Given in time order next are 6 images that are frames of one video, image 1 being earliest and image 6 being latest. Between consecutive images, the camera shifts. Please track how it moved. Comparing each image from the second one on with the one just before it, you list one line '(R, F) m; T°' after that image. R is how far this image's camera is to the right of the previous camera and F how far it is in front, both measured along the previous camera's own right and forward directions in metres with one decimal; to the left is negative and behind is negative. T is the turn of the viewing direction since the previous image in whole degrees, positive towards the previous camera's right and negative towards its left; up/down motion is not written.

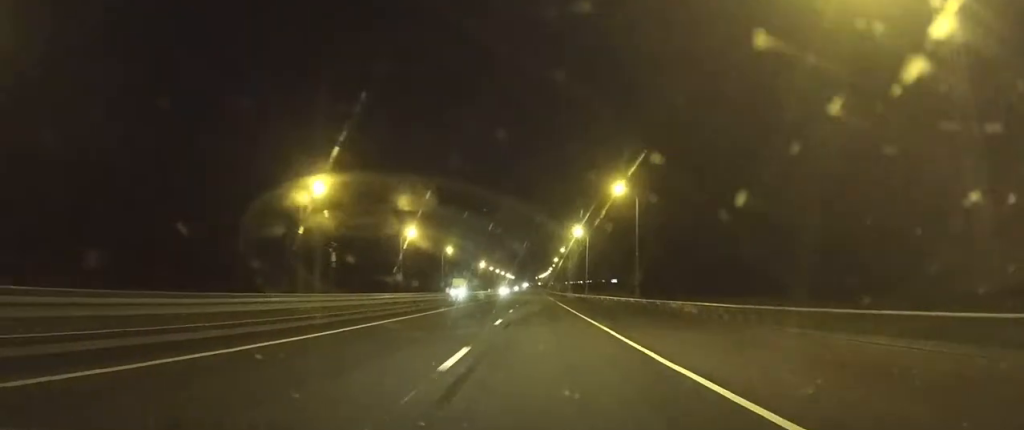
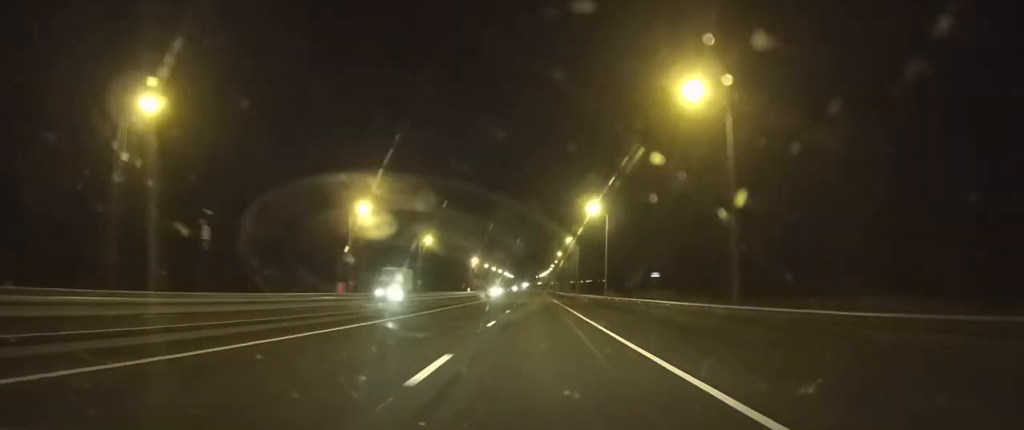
(0.0, +21.7) m; 0°
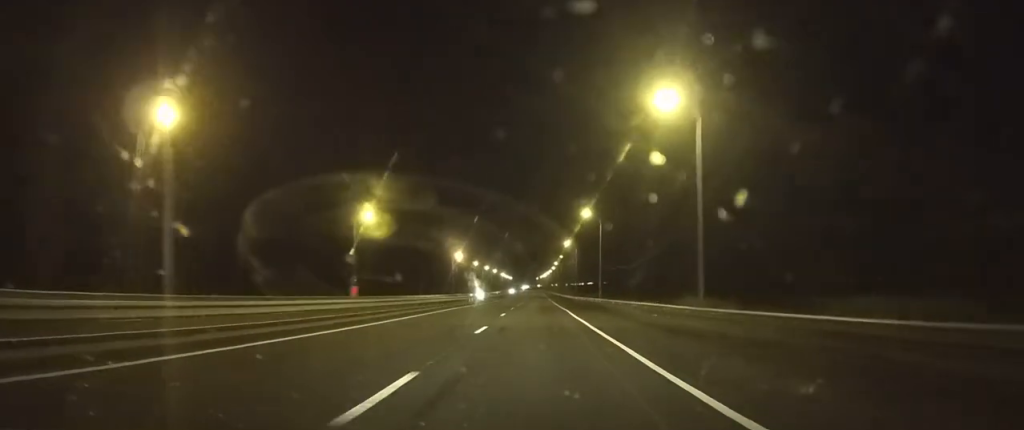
(0.0, +34.7) m; 0°
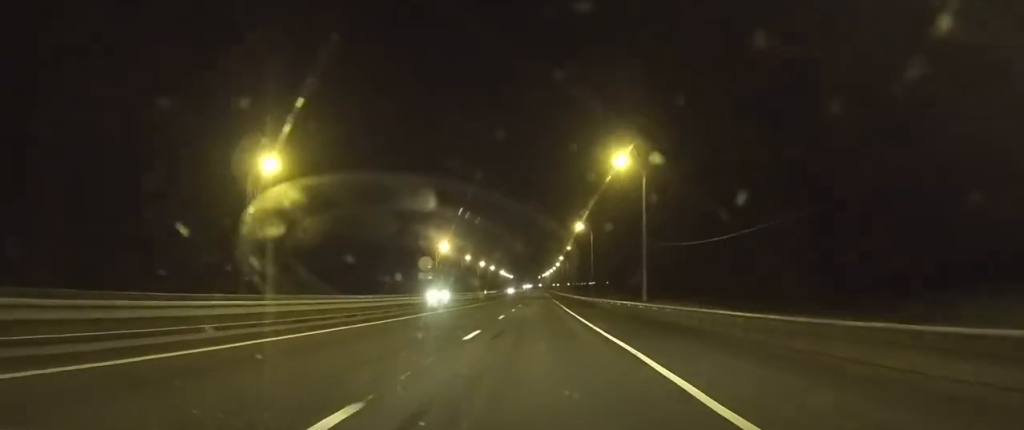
(0.0, +28.6) m; 0°
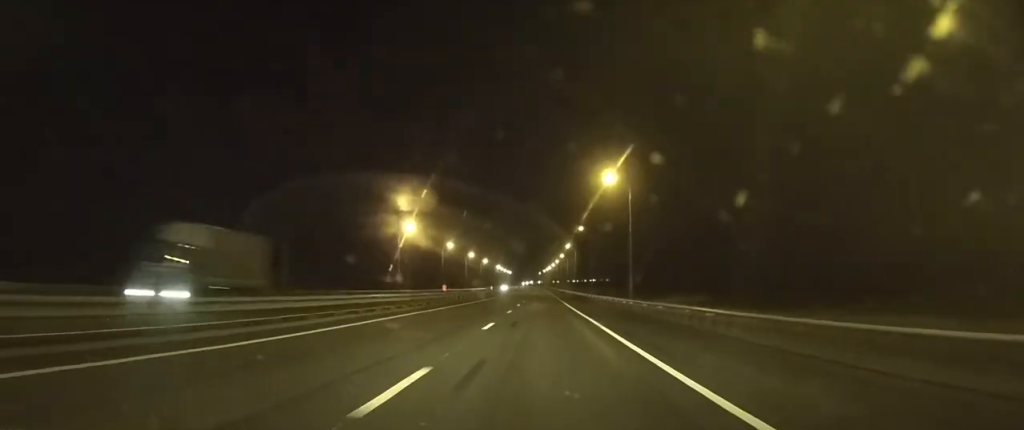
(+0.1, +38.8) m; 0°
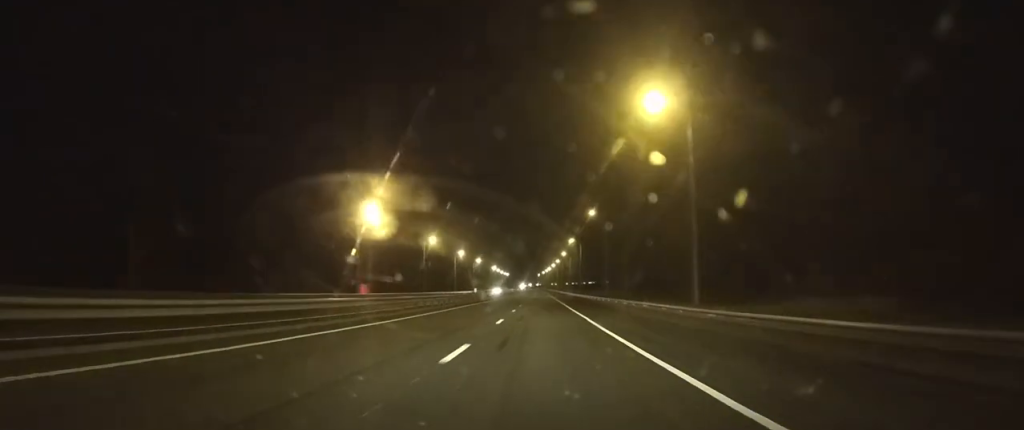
(0.0, +22.4) m; 0°
